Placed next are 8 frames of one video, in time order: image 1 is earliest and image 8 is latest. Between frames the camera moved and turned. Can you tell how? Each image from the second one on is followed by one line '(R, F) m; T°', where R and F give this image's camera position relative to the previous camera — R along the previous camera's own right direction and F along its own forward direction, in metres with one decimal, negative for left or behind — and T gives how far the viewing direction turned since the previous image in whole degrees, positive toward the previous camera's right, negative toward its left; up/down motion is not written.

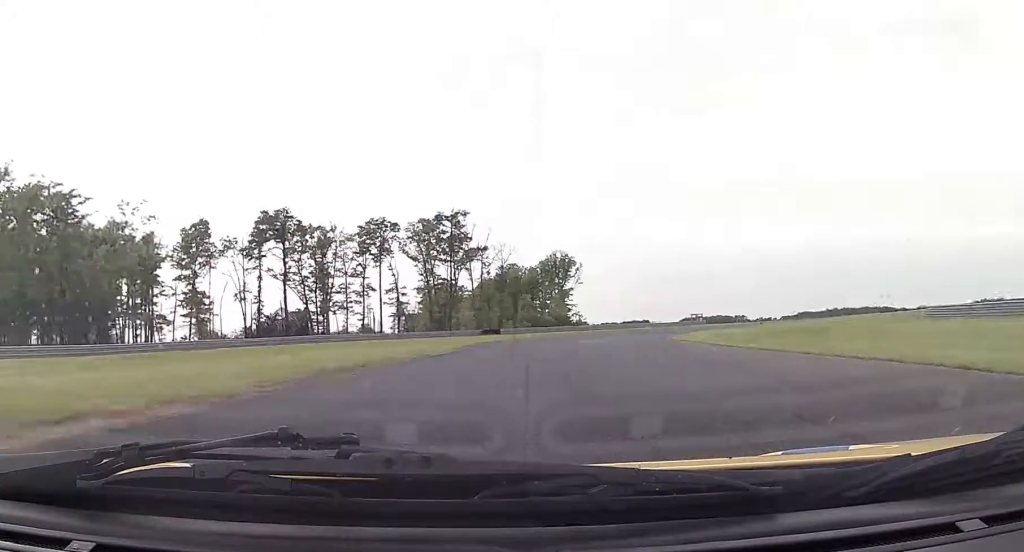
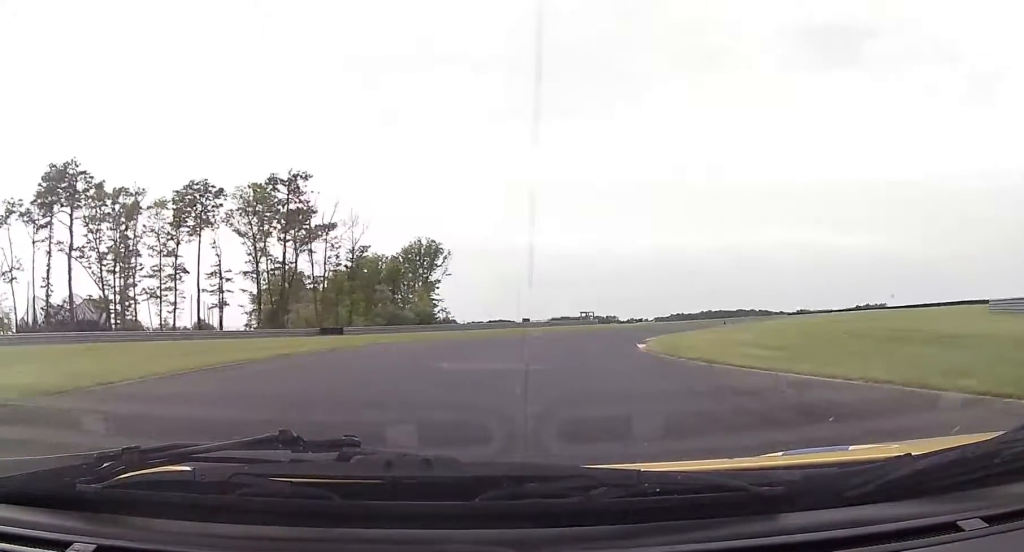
(+1.3, +24.8) m; +11°
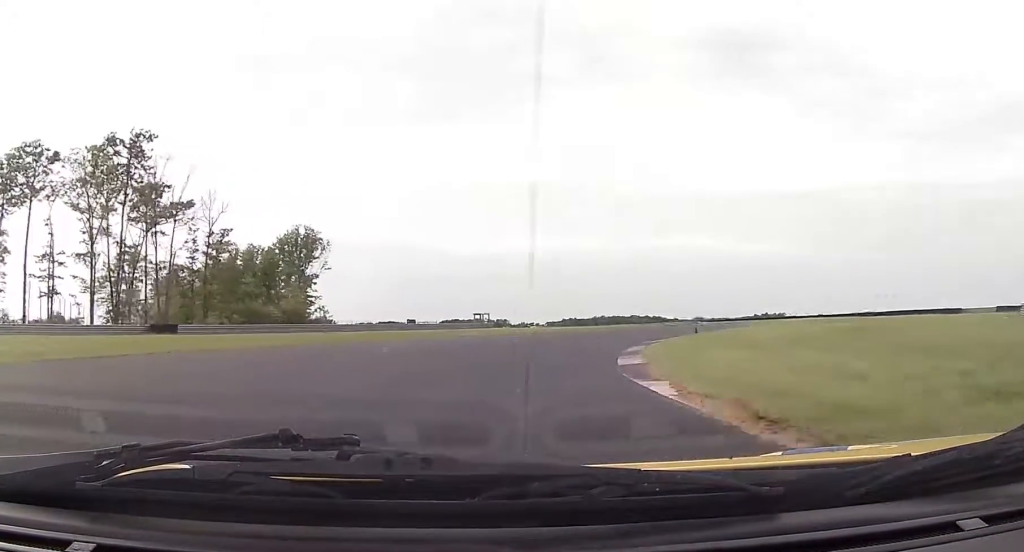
(+2.4, +16.6) m; +9°
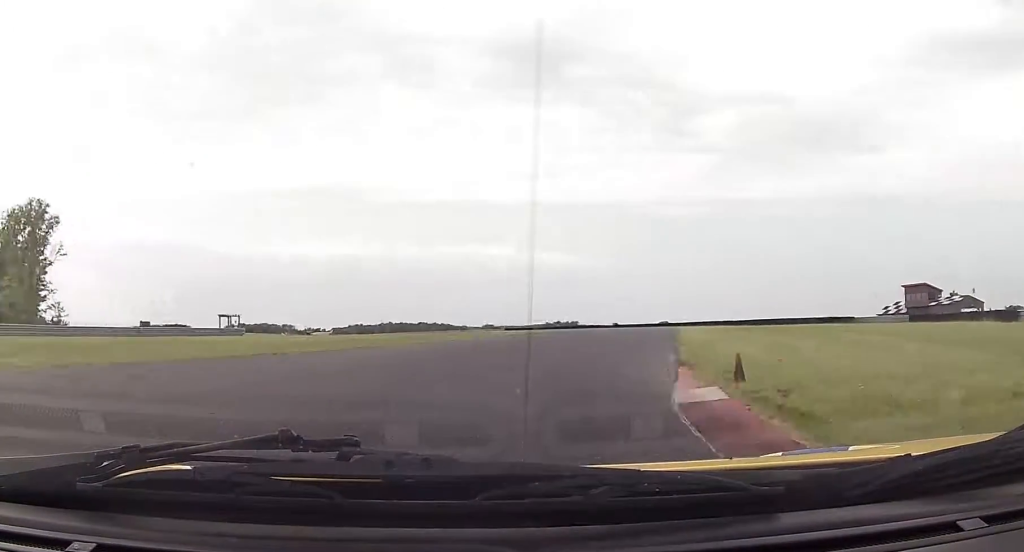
(+3.3, +27.2) m; +14°
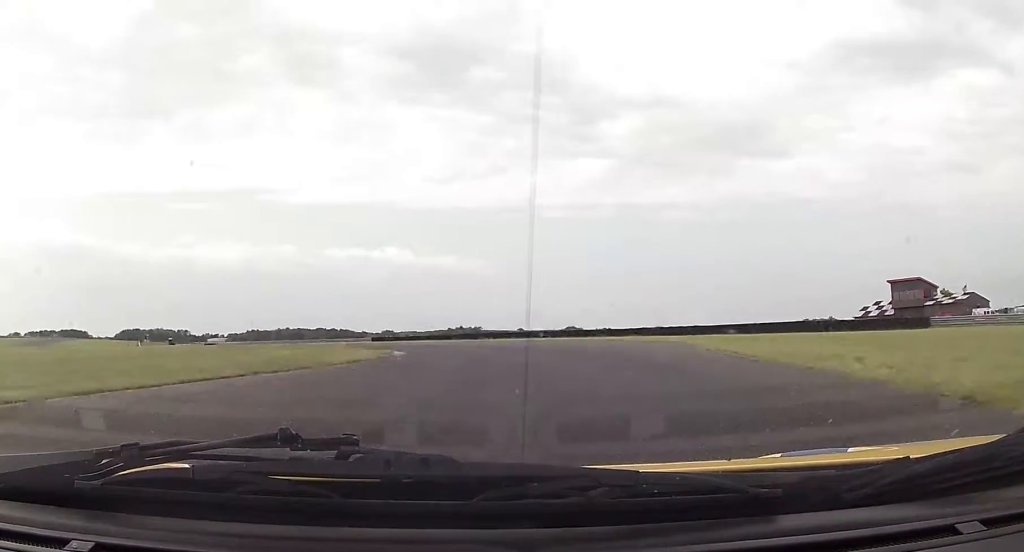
(+6.5, +40.0) m; +13°
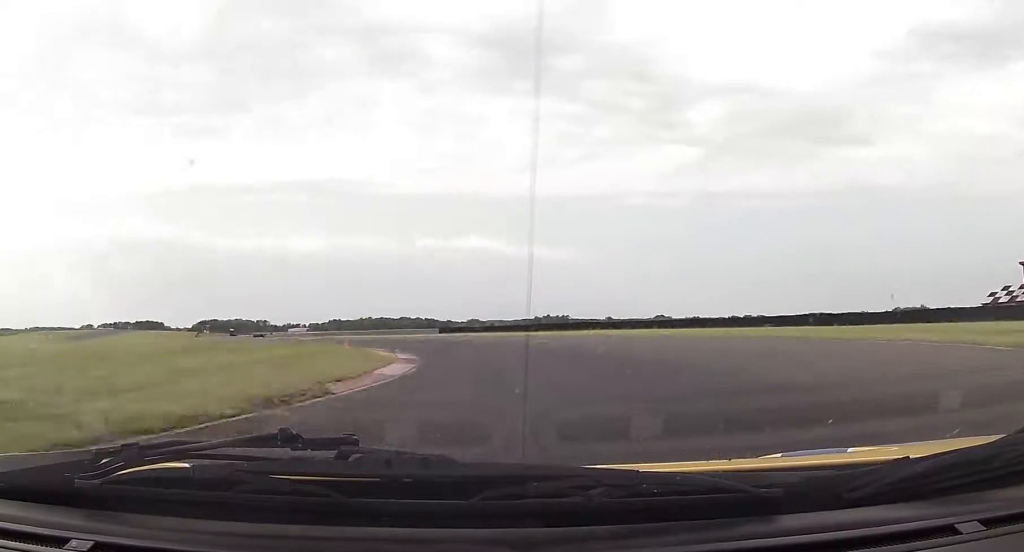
(-0.1, +18.1) m; -3°
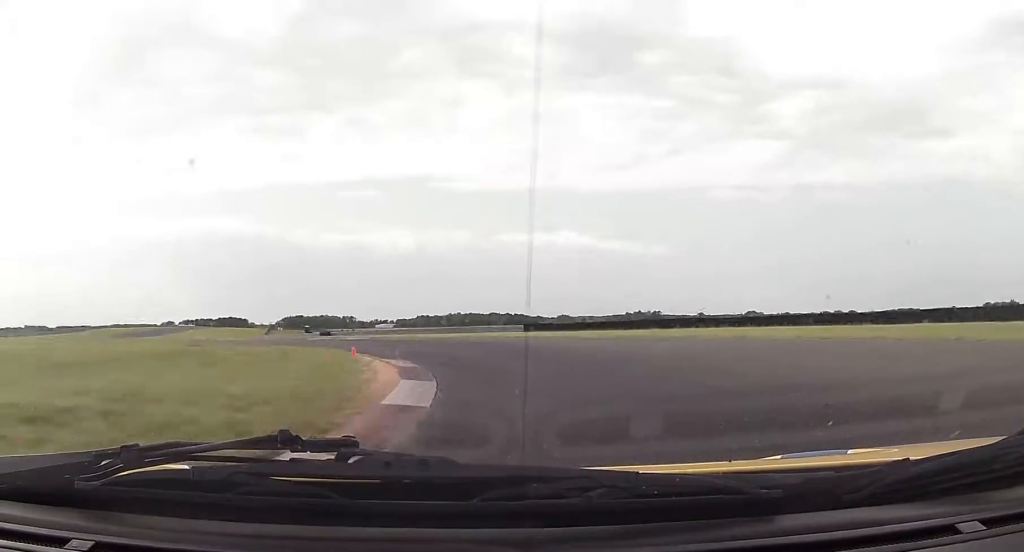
(+0.5, +12.3) m; -3°
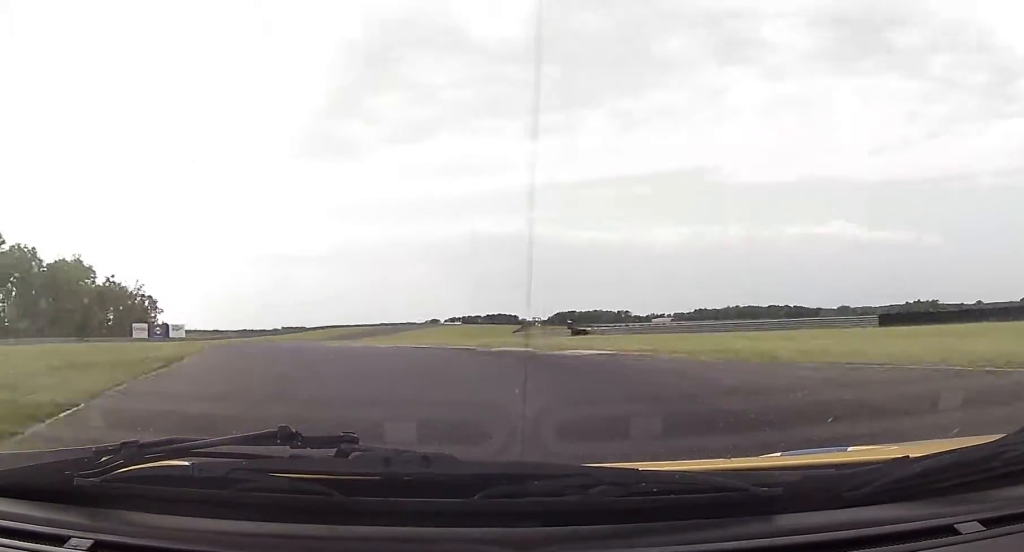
(-4.3, +31.2) m; -20°
